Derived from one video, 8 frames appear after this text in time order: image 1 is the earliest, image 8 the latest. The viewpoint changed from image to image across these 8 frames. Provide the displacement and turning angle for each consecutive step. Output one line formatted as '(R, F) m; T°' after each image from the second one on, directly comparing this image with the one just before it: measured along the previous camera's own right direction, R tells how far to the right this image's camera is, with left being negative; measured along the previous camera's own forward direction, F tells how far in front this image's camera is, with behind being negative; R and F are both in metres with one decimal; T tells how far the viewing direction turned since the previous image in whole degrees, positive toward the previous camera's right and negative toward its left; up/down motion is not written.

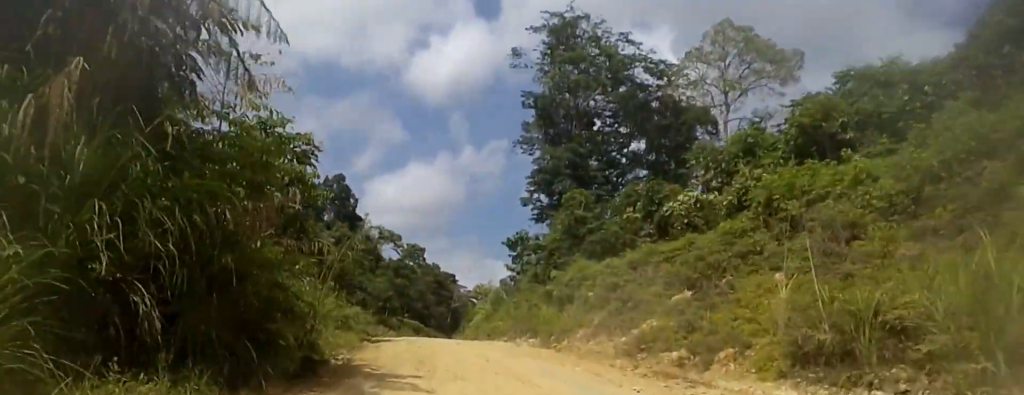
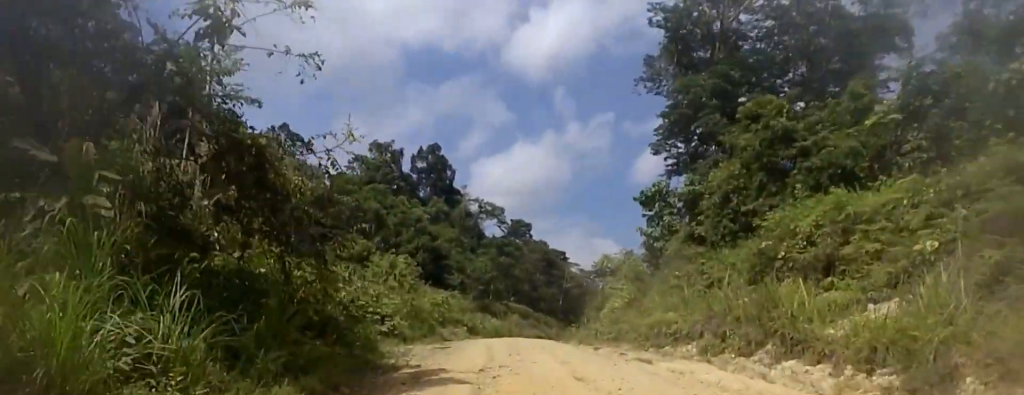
(-2.1, +18.1) m; -9°
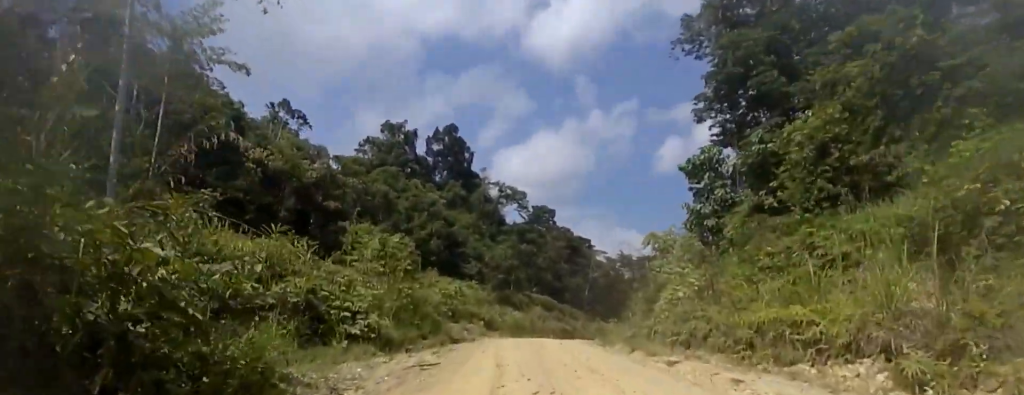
(-0.1, +7.7) m; -1°
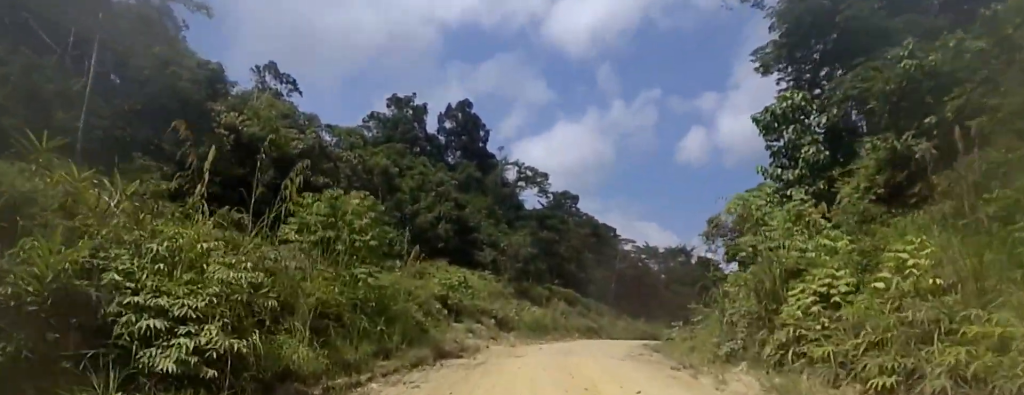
(0.0, +10.0) m; 0°
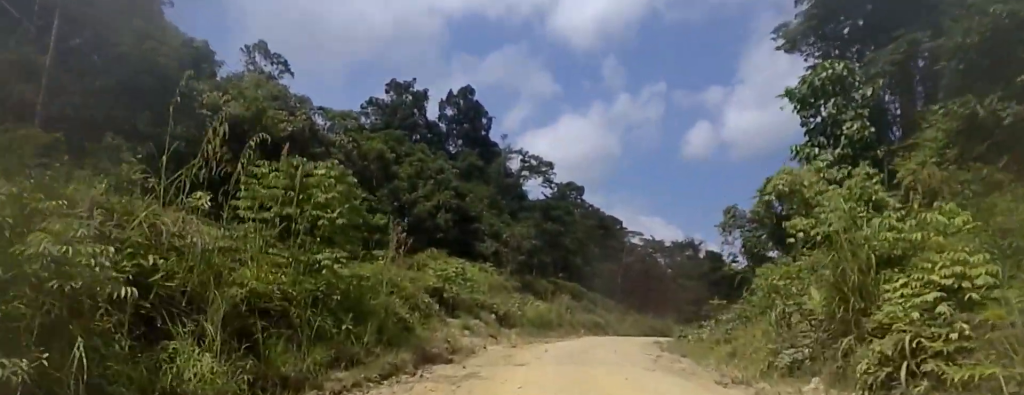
(0.0, +3.5) m; 0°
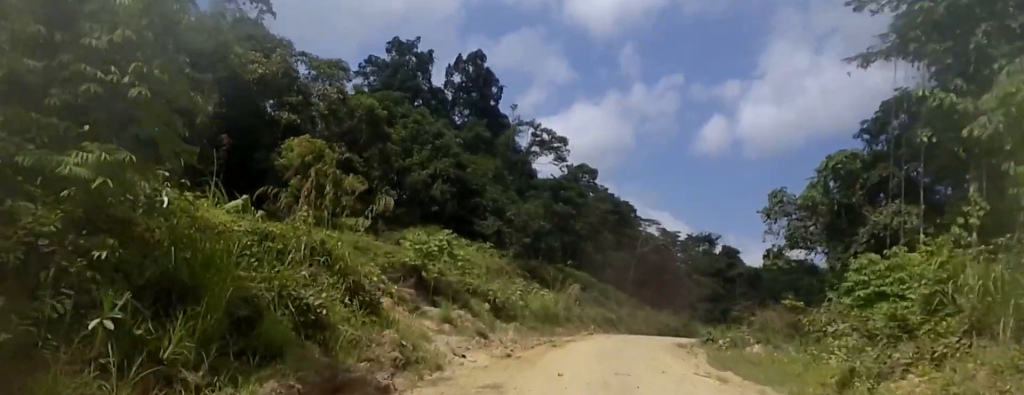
(0.0, +8.0) m; +5°
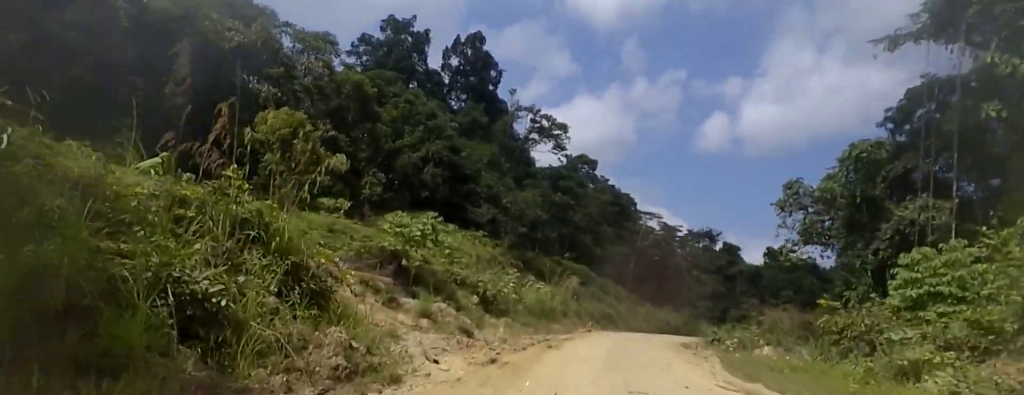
(+0.2, +3.1) m; +2°
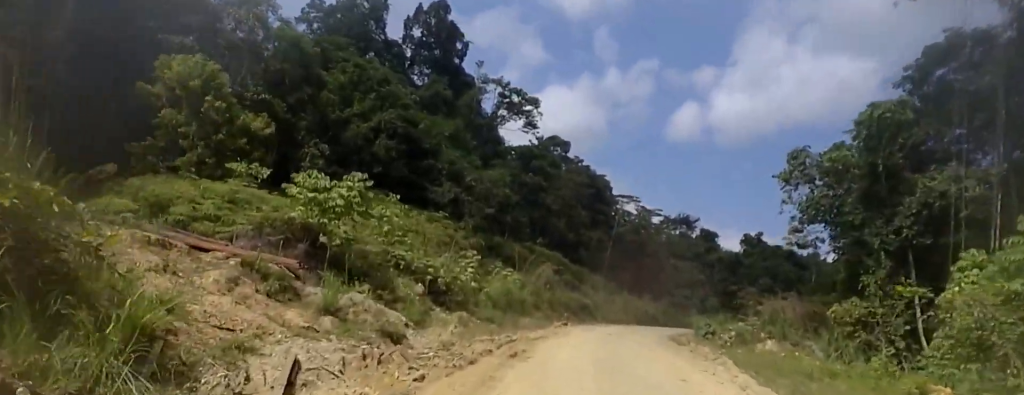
(+0.3, +6.0) m; +3°
